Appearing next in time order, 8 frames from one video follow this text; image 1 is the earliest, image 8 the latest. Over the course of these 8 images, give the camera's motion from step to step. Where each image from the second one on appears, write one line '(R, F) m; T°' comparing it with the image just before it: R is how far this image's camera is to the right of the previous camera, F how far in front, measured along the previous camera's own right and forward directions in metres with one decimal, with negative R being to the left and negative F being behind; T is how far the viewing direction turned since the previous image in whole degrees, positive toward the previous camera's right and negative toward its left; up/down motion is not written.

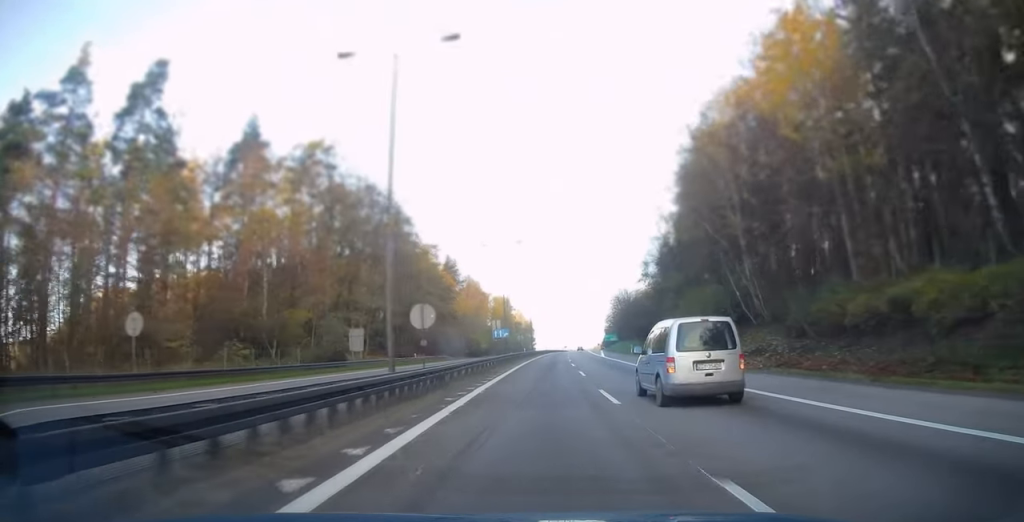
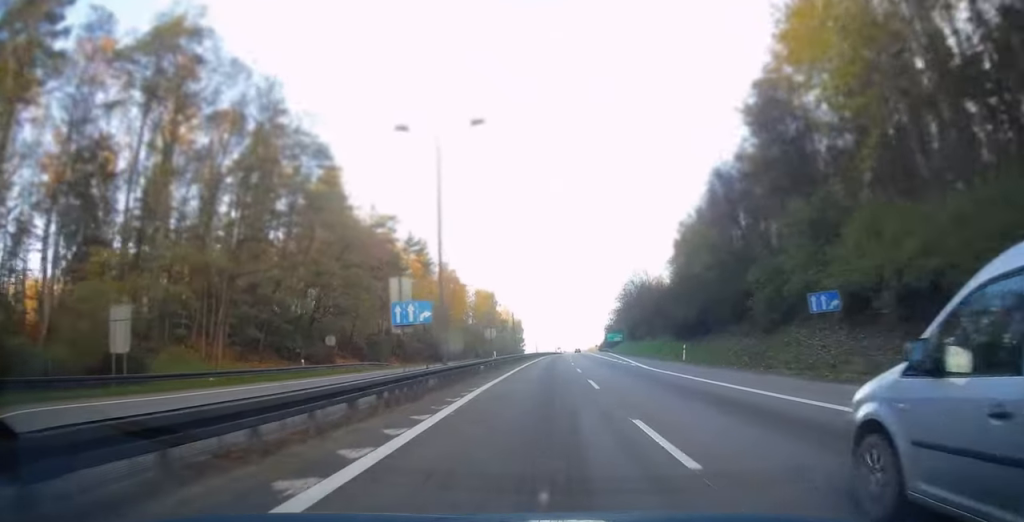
(+0.4, +31.8) m; +1°
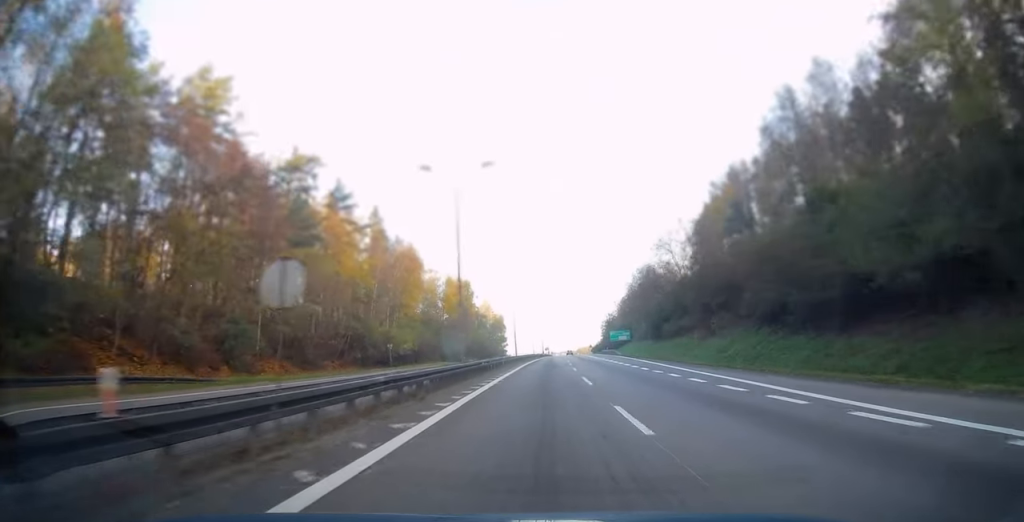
(+0.4, +33.9) m; +1°
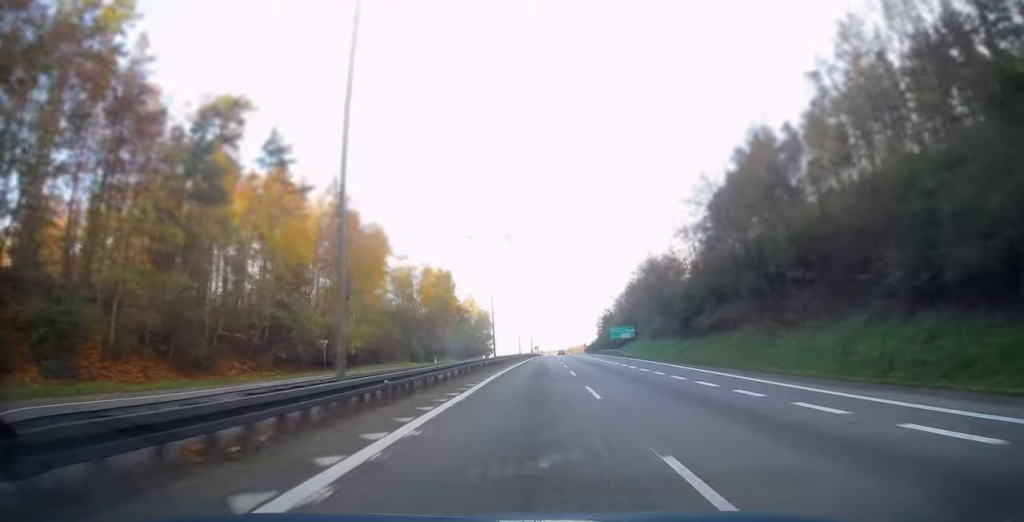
(+0.1, +17.9) m; +1°
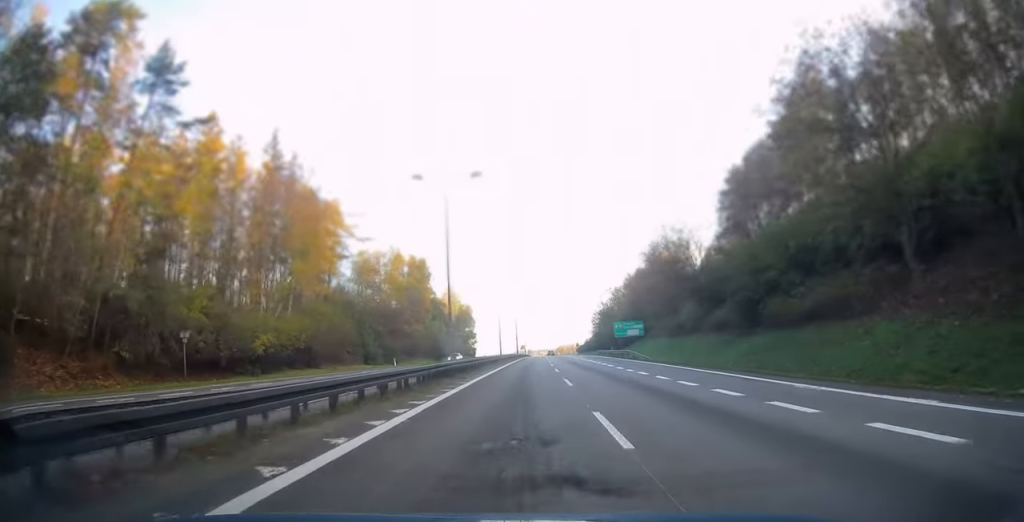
(+0.2, +19.4) m; +1°
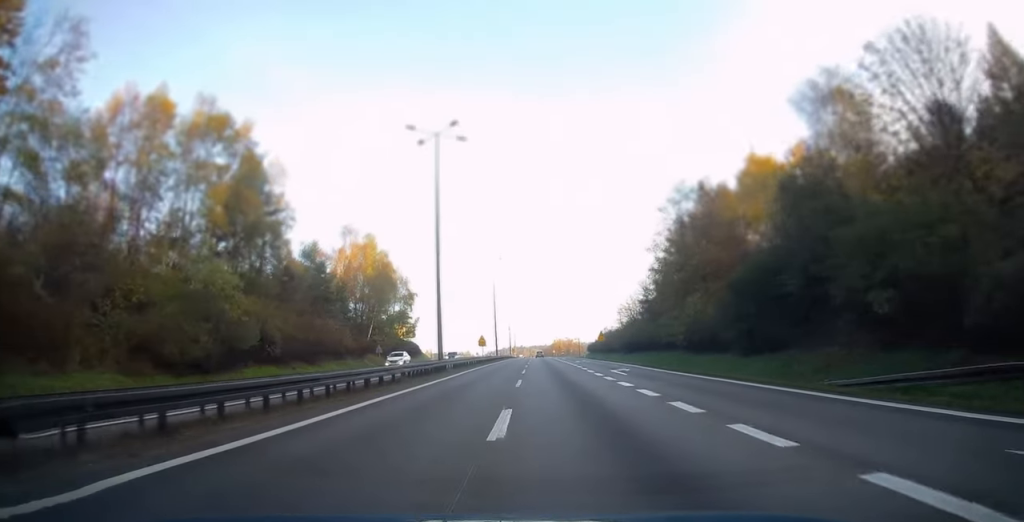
(+1.6, +83.7) m; +1°
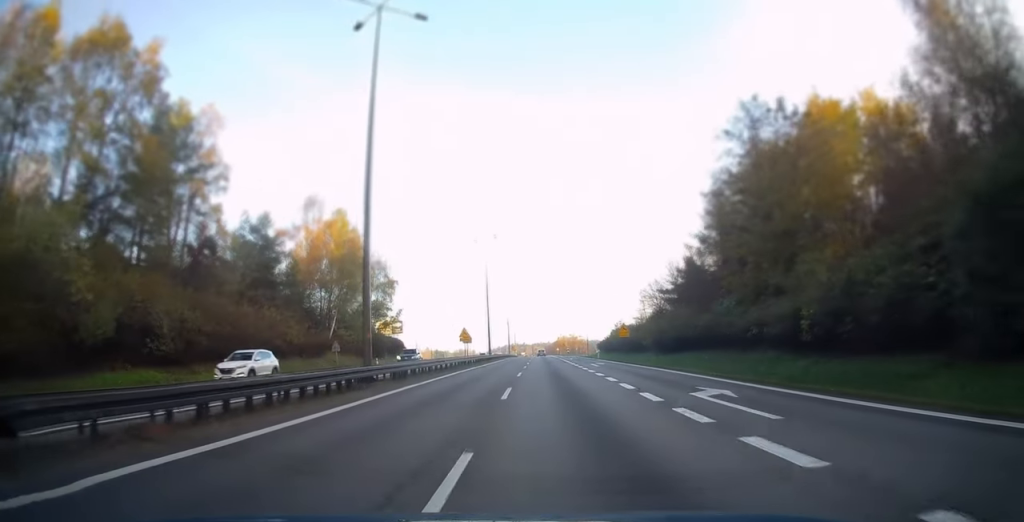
(+0.1, +17.6) m; 0°
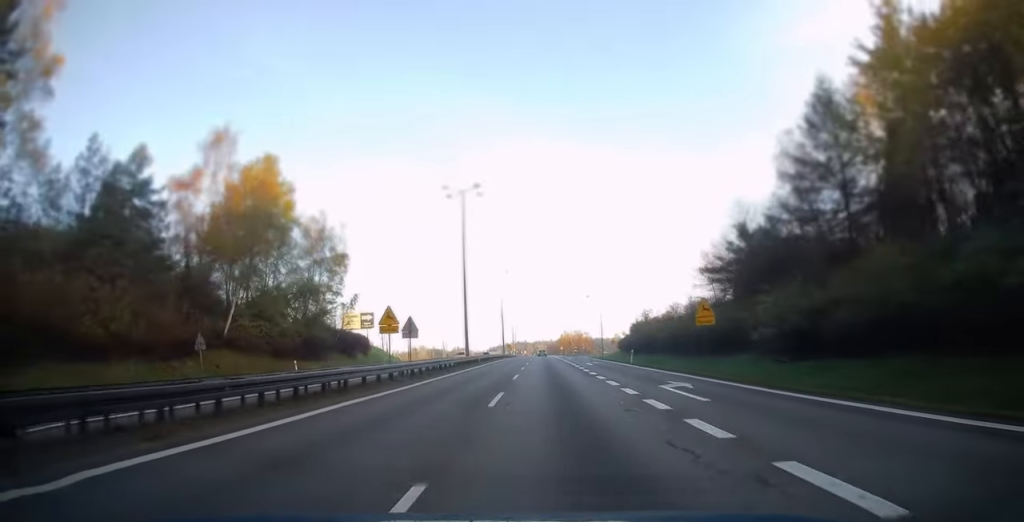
(-0.2, +26.2) m; 0°
